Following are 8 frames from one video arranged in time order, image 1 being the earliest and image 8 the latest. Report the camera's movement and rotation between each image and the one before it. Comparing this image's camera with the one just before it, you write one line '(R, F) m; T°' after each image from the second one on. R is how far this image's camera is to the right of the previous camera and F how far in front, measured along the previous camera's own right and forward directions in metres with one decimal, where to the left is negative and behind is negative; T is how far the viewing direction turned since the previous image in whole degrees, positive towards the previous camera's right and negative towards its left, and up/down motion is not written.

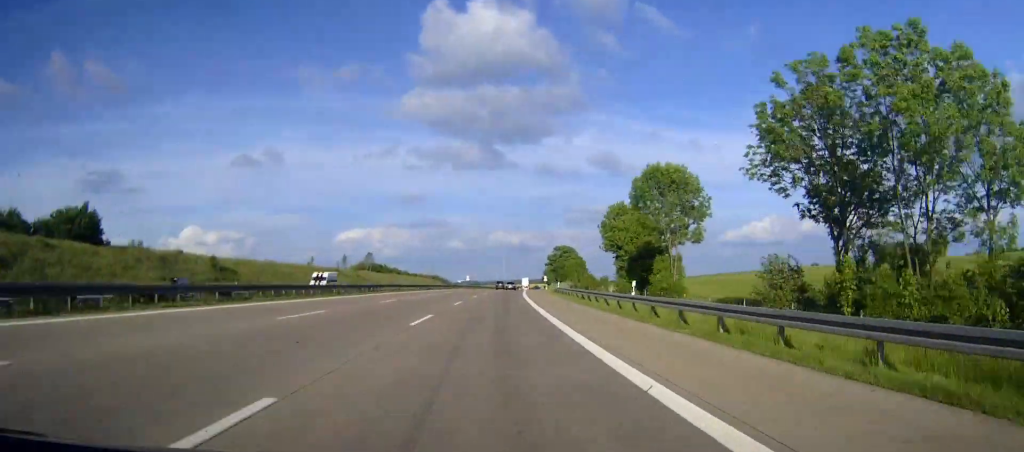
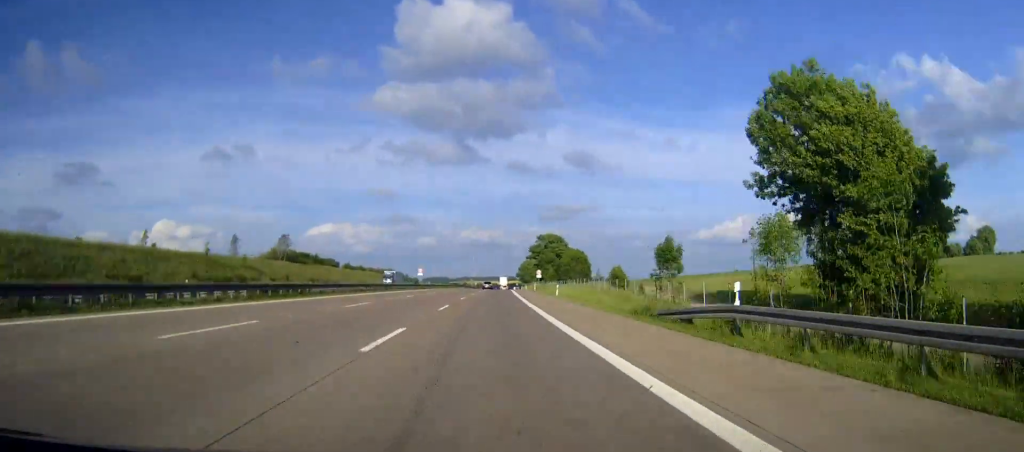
(+1.0, +61.4) m; +1°
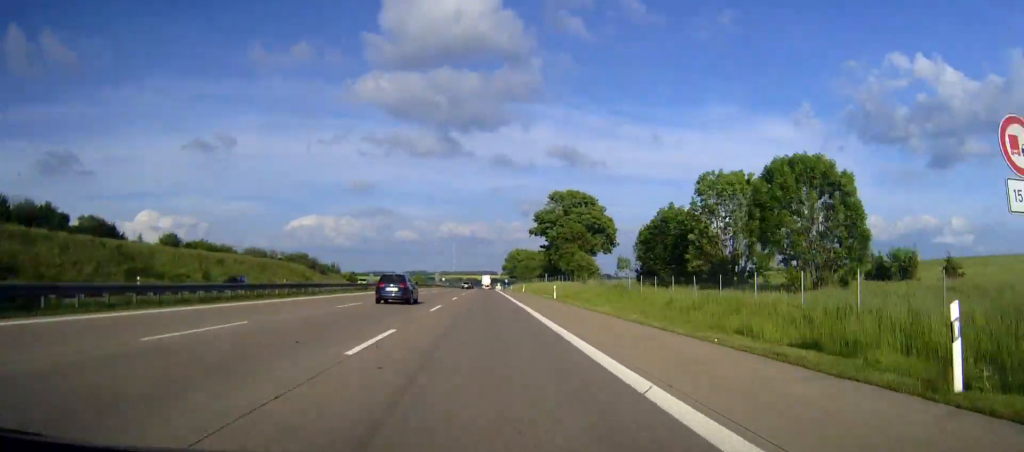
(+1.5, +108.9) m; +1°
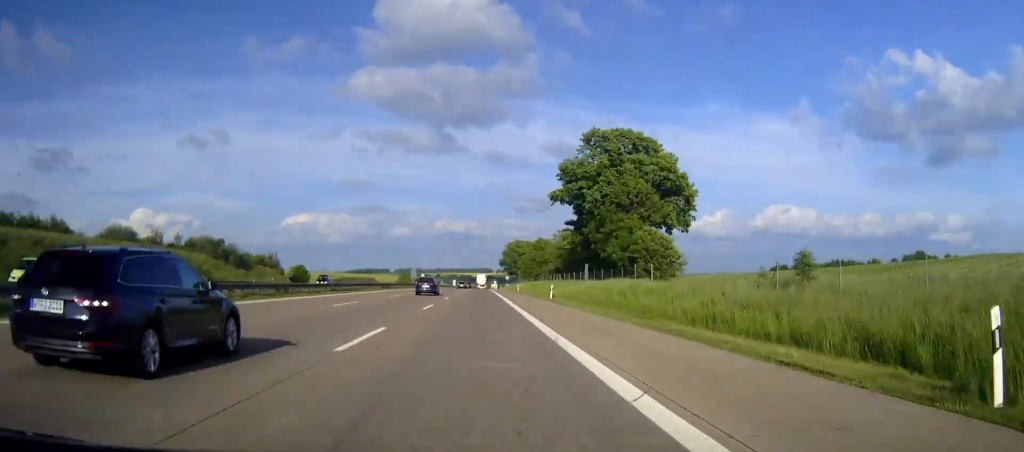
(0.0, +53.1) m; 0°
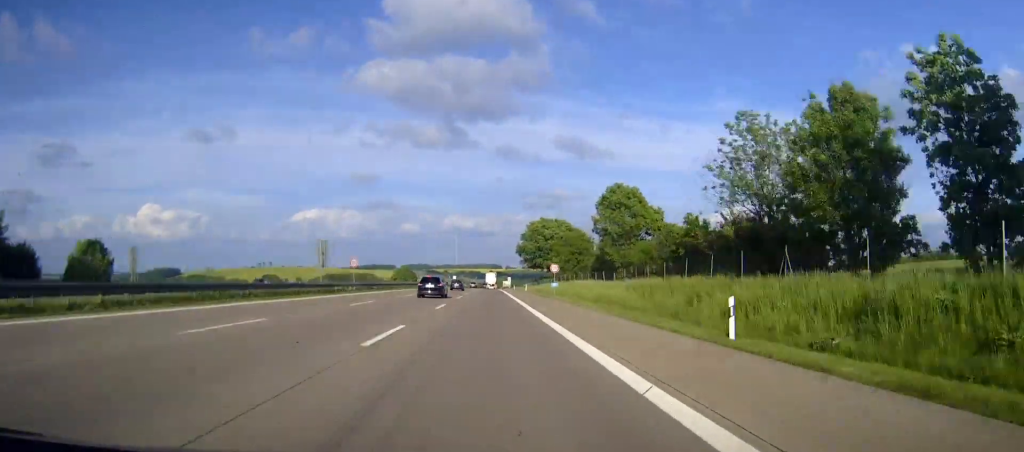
(-0.2, +89.2) m; 0°
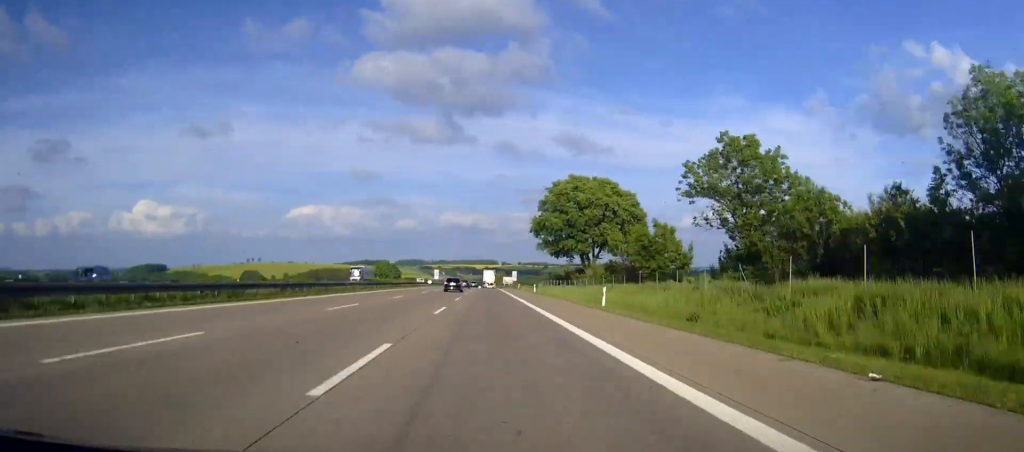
(+0.1, +77.6) m; 0°
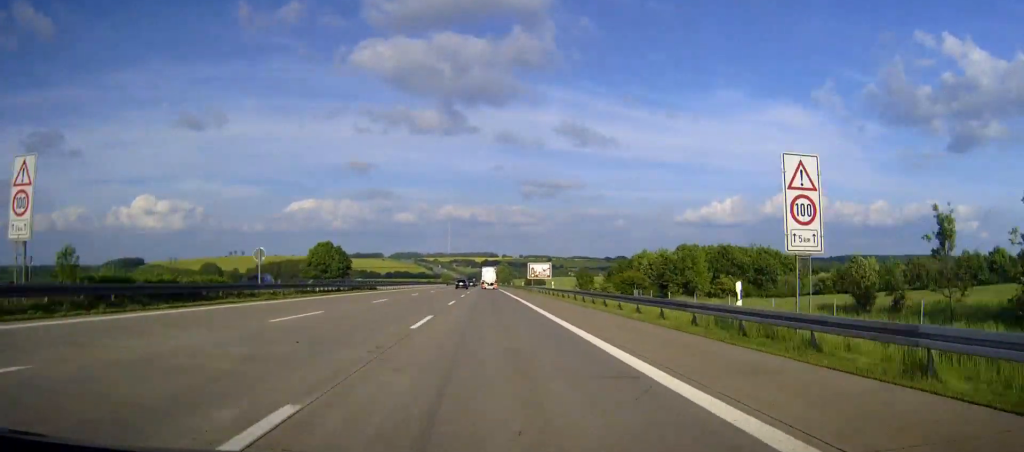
(+0.3, +166.1) m; 0°
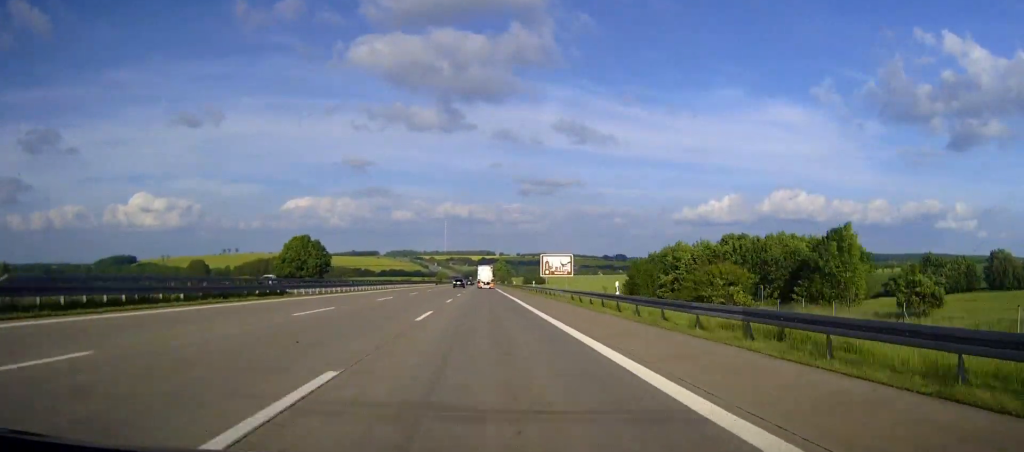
(+0.1, +32.0) m; 0°
